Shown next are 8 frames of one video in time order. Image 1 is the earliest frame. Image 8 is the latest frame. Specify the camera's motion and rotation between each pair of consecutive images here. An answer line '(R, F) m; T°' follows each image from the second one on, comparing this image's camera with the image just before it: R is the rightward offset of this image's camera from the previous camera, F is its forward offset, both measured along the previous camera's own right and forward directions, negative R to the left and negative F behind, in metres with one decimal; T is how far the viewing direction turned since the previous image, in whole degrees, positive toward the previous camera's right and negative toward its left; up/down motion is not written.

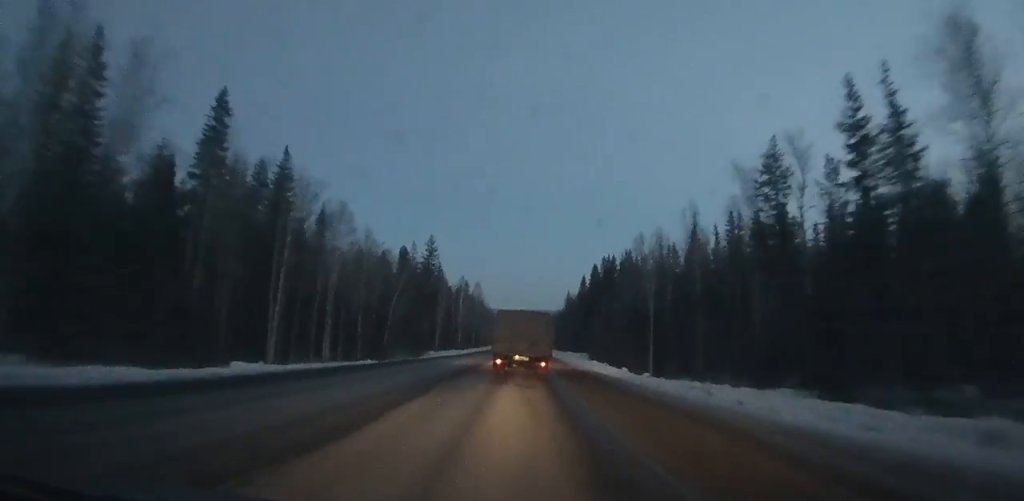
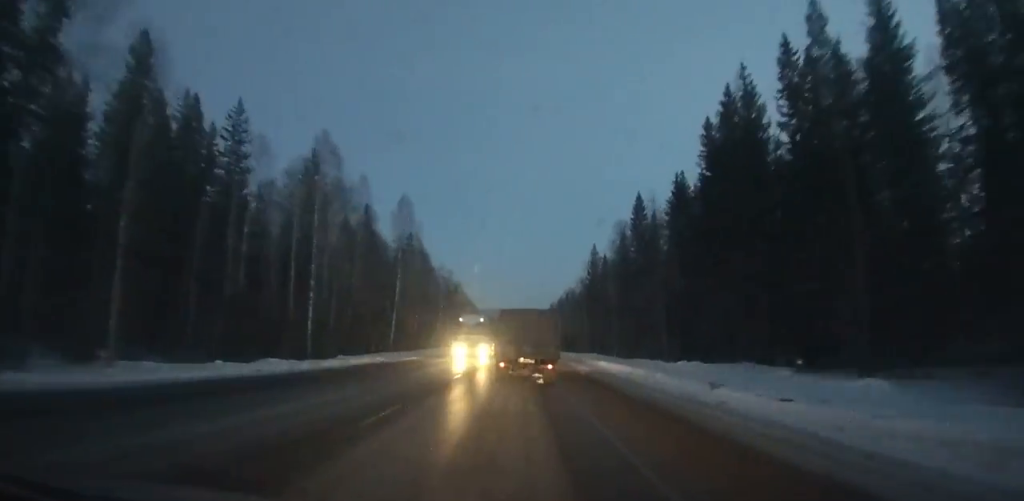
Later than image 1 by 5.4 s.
(+0.4, +100.4) m; 0°
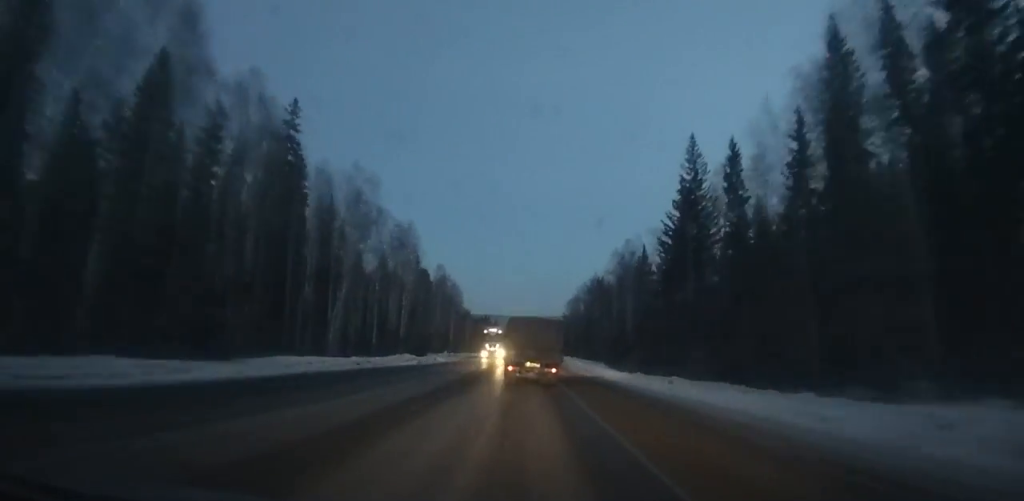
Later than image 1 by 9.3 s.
(0.0, +67.3) m; 0°
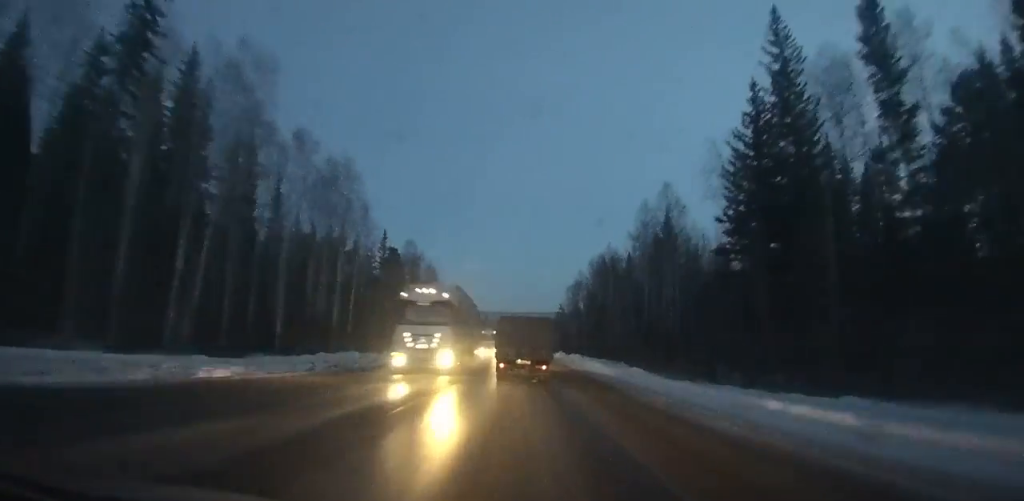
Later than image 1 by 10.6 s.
(0.0, +21.5) m; 0°
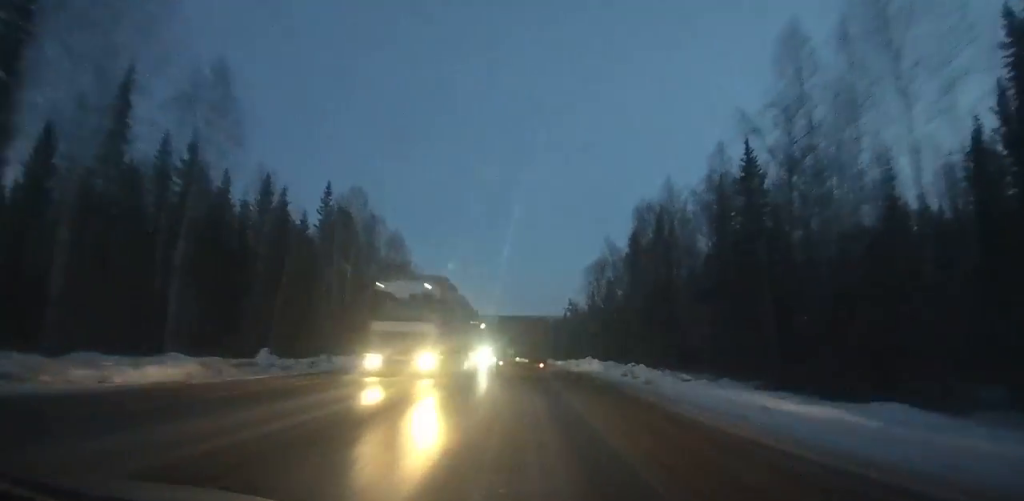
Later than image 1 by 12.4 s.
(-0.1, +28.7) m; 0°
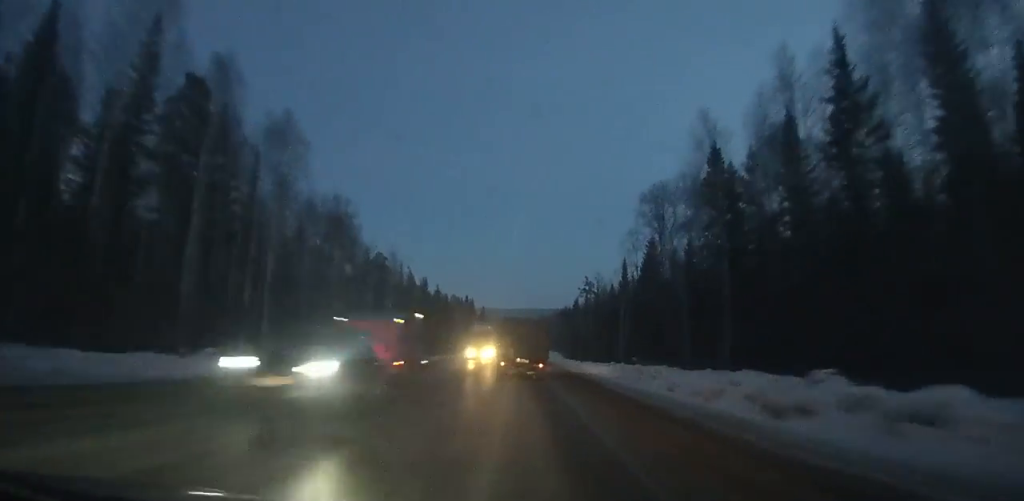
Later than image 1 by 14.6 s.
(-0.1, +35.6) m; 0°
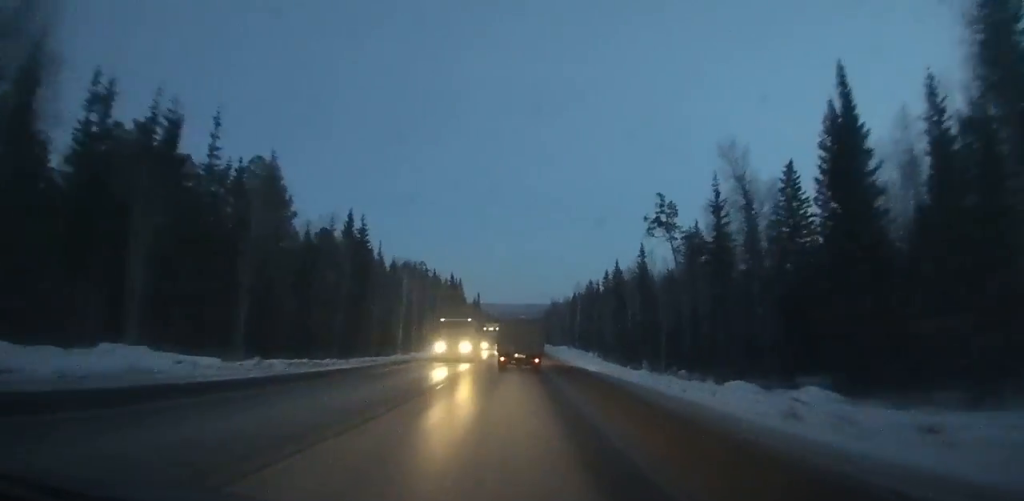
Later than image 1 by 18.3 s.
(+0.1, +62.1) m; 0°
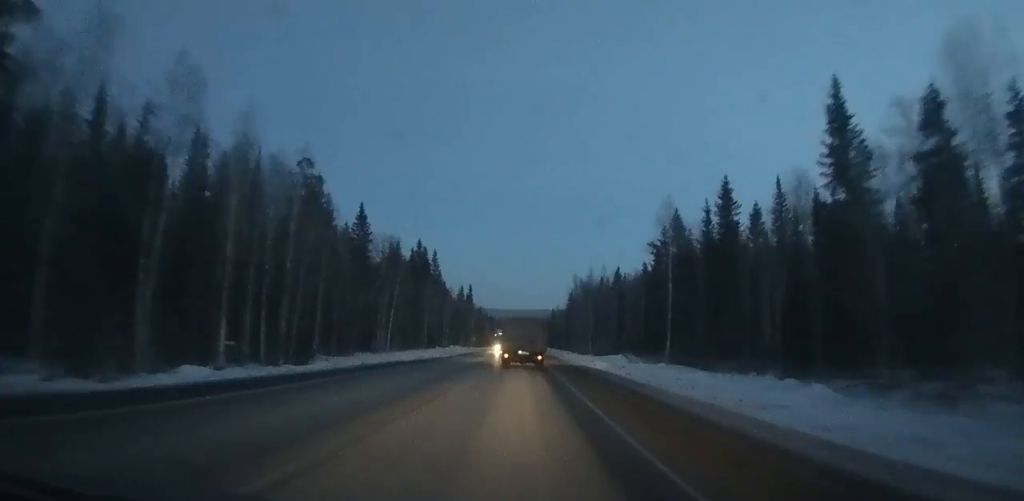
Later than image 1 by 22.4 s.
(-0.1, +72.4) m; 0°
